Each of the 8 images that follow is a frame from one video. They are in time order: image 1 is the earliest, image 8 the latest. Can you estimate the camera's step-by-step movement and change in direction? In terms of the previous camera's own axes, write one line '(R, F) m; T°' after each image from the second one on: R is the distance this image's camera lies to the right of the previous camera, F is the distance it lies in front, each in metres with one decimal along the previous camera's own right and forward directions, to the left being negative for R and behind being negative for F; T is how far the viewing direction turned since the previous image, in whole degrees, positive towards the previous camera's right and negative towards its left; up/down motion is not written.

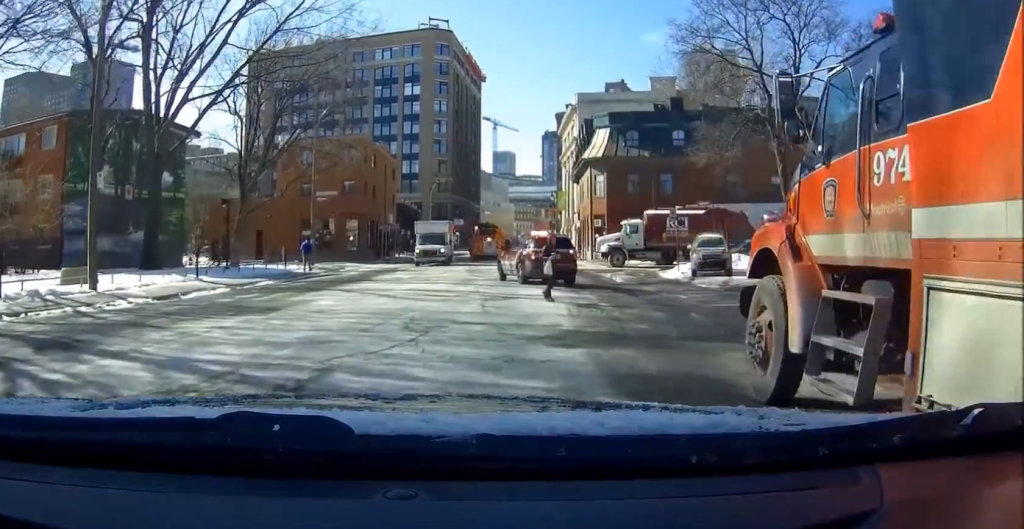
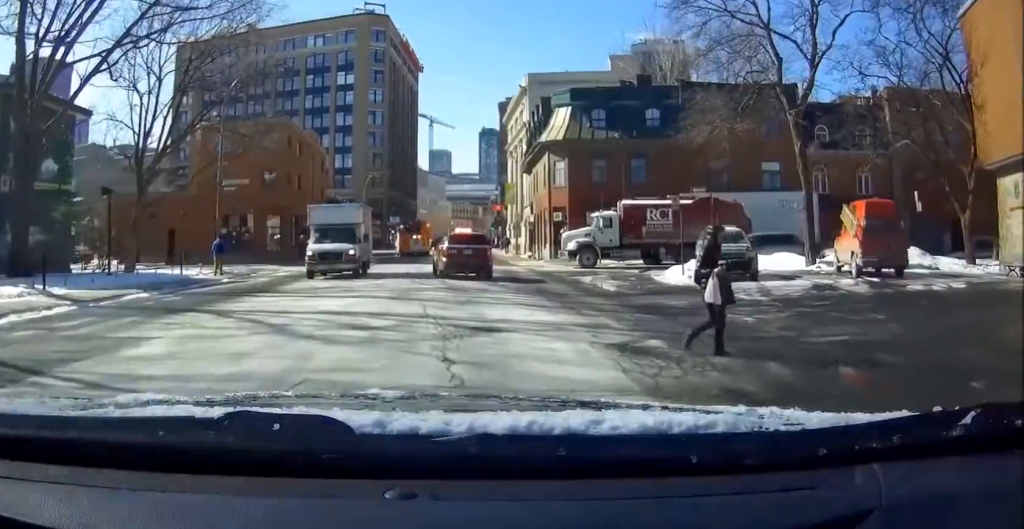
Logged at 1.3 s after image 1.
(+0.3, +8.3) m; +5°
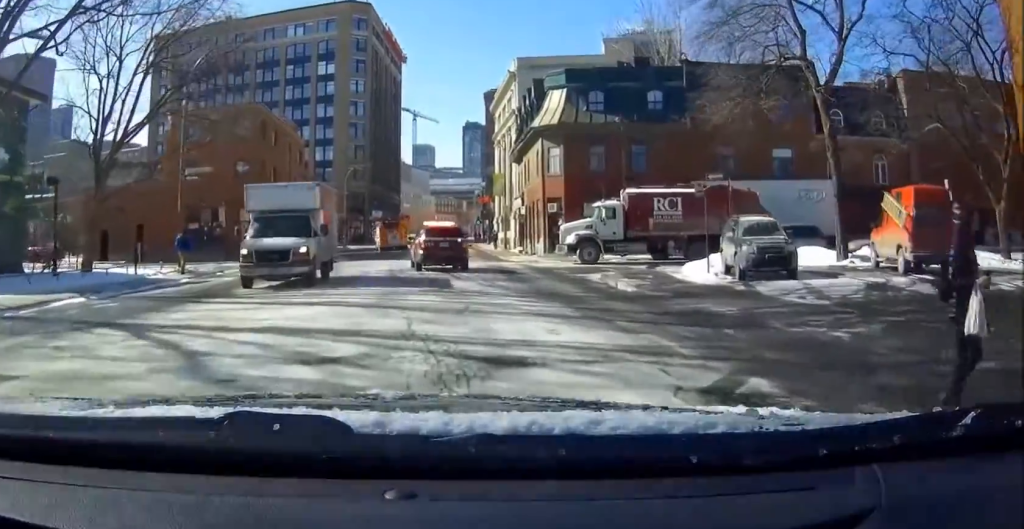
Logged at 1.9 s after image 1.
(+0.2, +4.0) m; +1°
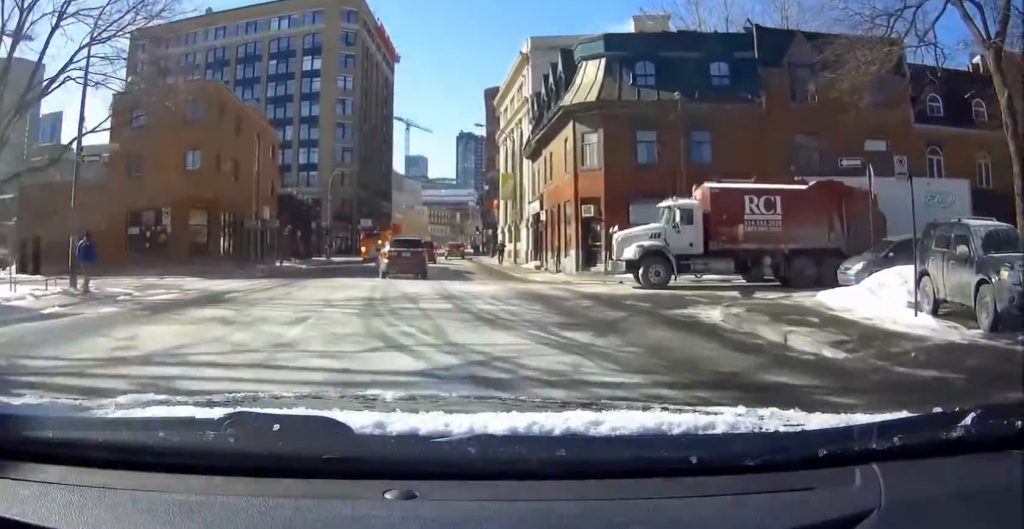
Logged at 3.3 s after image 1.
(+0.1, +11.3) m; -1°
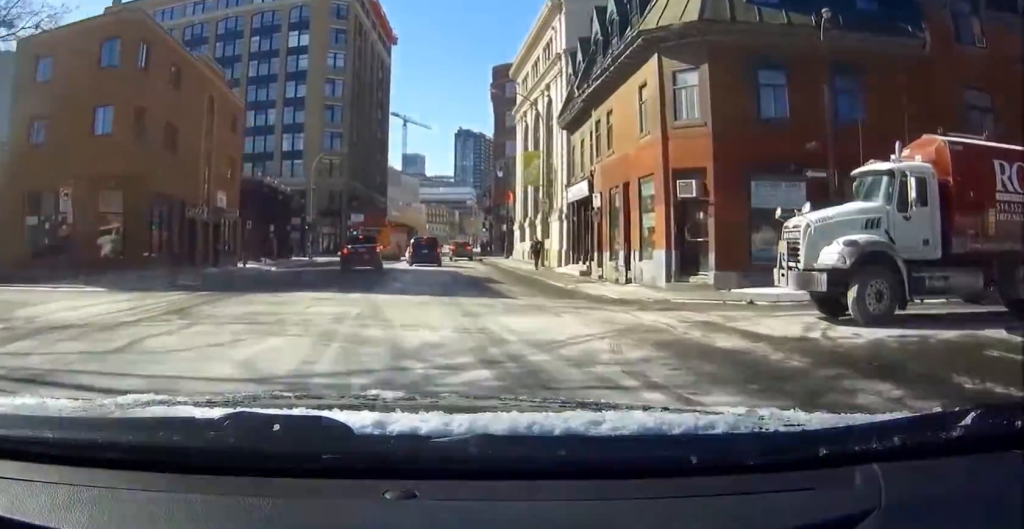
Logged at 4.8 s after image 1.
(-0.2, +13.3) m; -1°
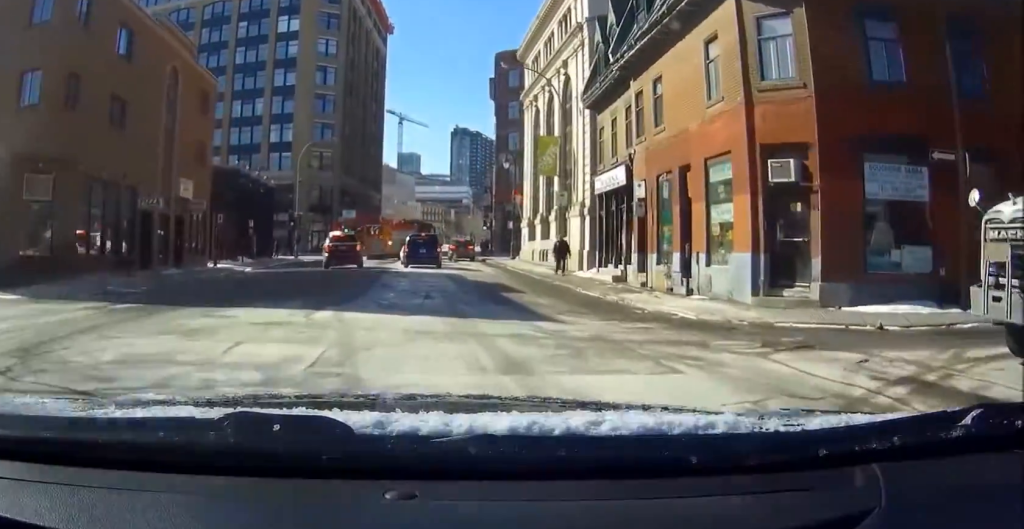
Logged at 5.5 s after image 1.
(0.0, +6.3) m; 0°
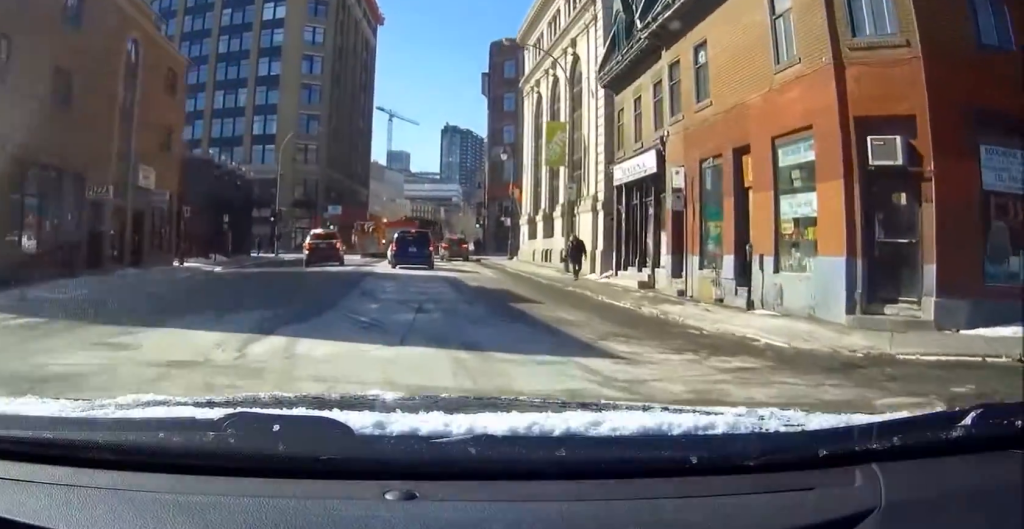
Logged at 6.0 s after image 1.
(0.0, +4.4) m; 0°
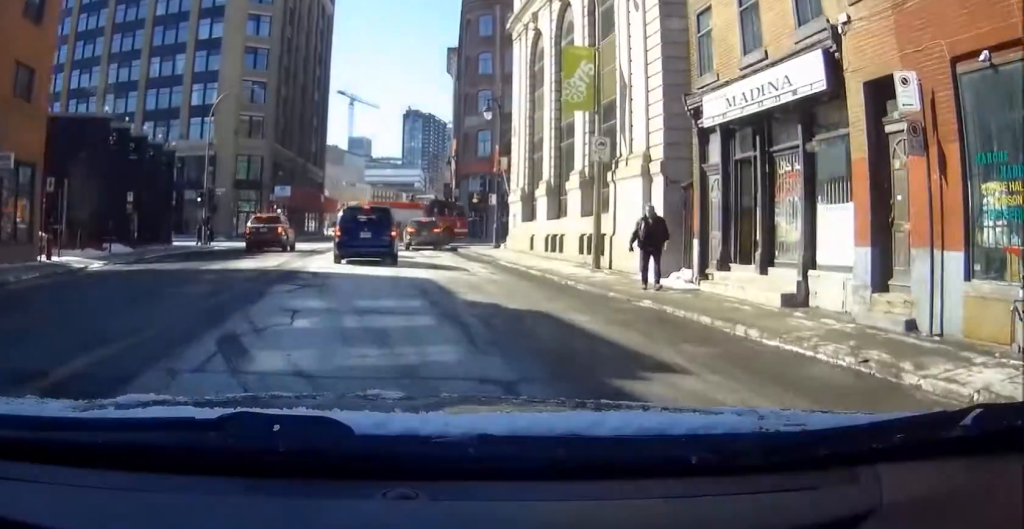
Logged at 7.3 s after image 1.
(0.0, +10.9) m; -1°
